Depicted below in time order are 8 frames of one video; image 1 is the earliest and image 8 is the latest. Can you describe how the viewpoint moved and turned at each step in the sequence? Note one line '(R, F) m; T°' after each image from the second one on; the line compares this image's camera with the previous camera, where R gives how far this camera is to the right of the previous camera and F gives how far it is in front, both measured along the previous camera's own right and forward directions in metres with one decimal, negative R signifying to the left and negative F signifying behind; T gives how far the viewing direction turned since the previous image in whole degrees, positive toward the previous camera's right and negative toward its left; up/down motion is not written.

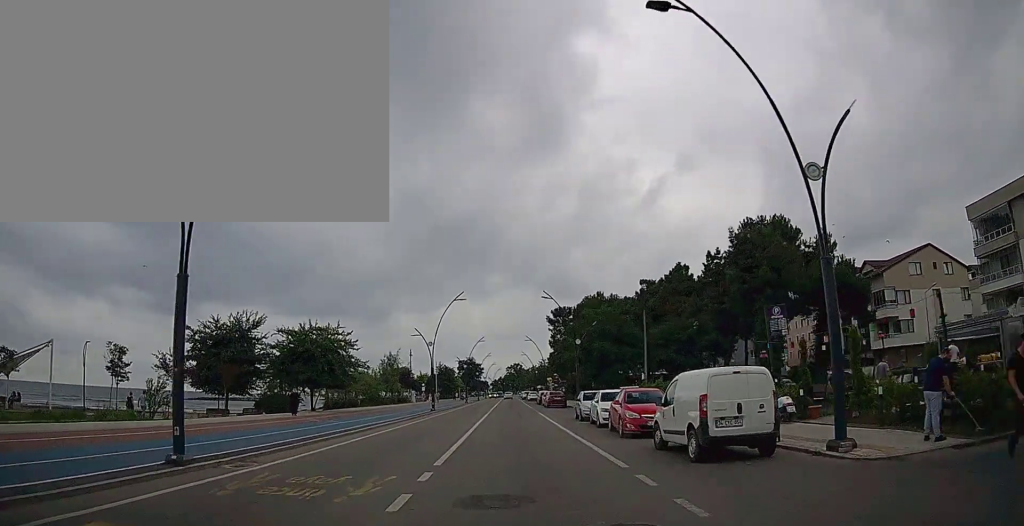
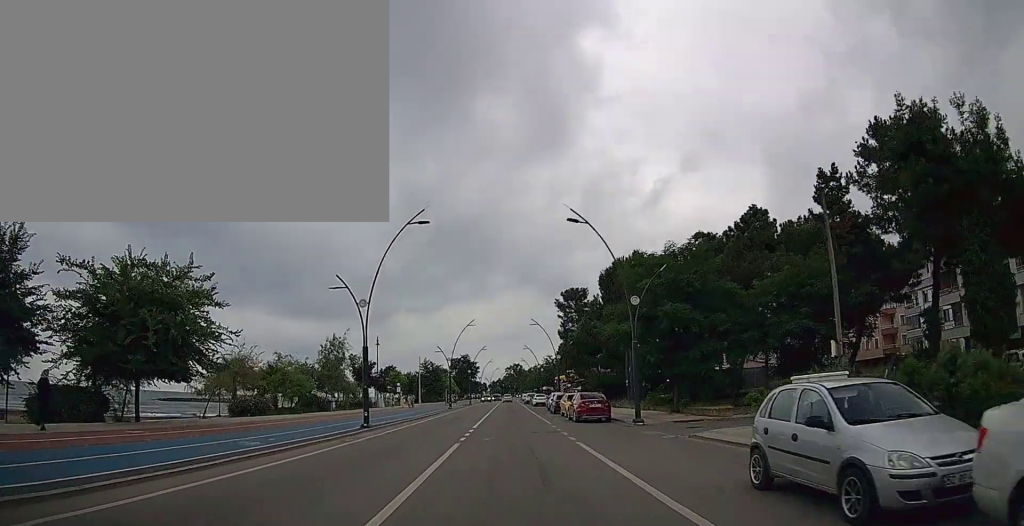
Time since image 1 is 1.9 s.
(0.0, +22.1) m; 0°
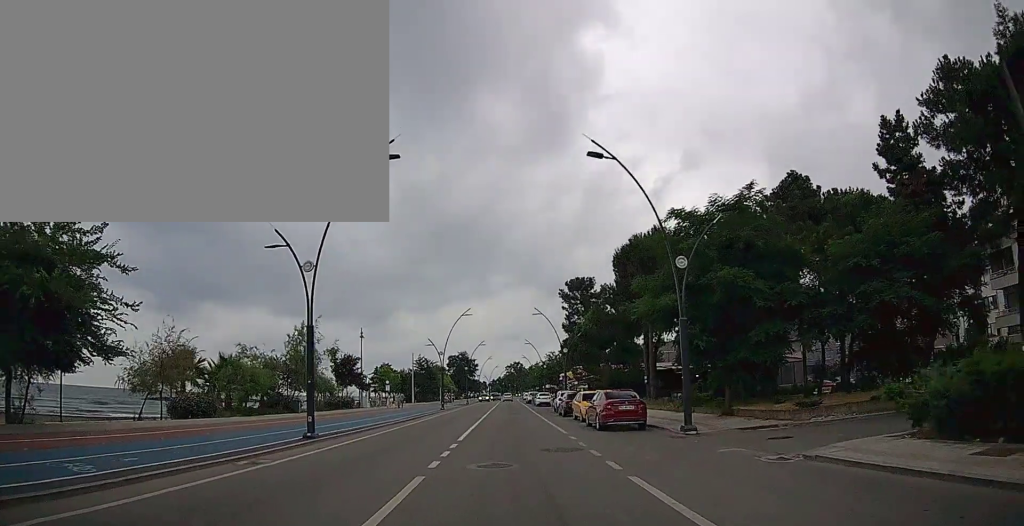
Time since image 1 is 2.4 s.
(0.0, +6.8) m; 0°
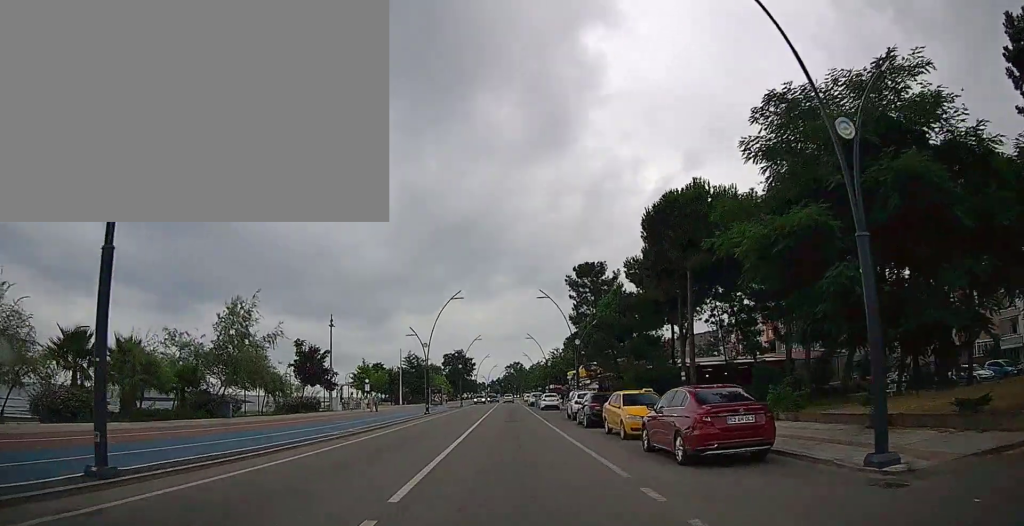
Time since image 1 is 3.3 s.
(0.0, +10.4) m; 0°
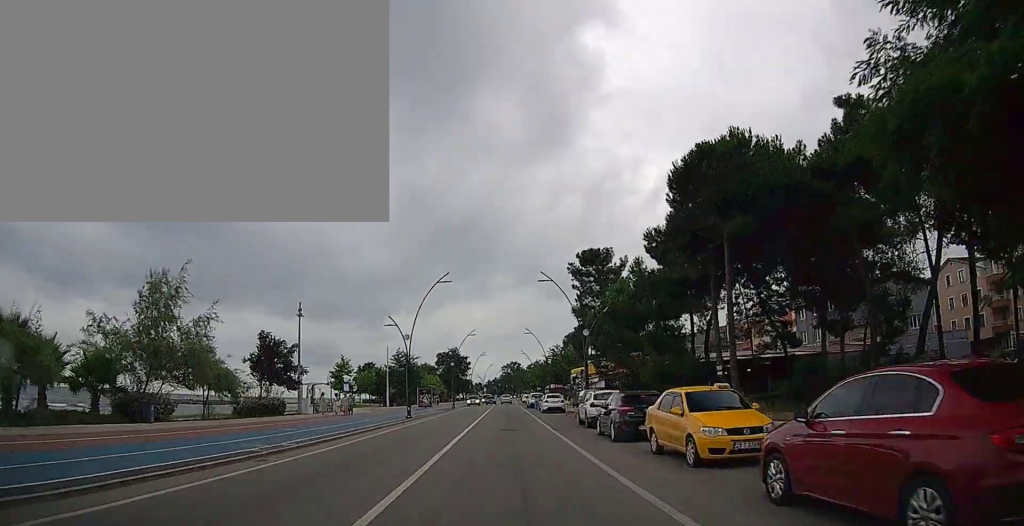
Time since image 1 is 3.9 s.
(0.0, +6.8) m; 0°
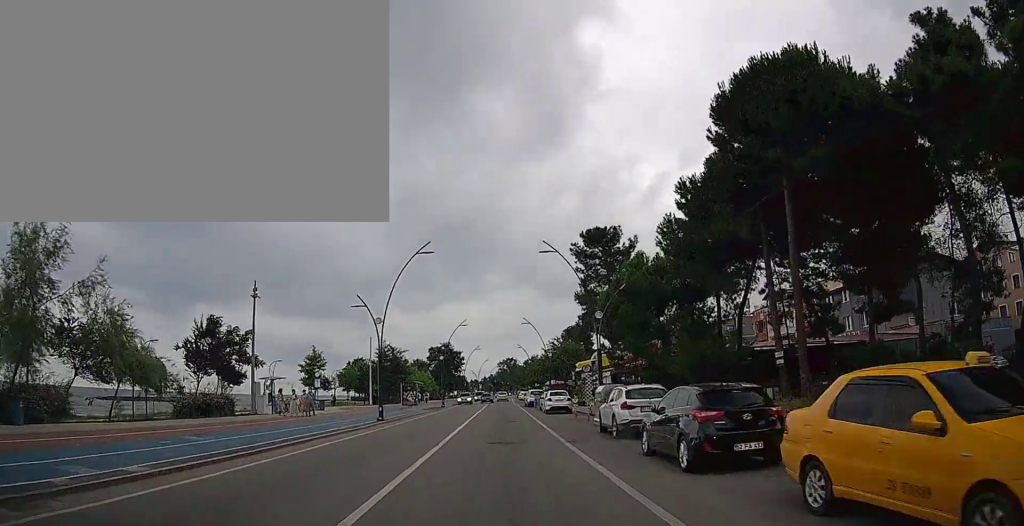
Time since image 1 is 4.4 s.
(0.0, +6.8) m; +1°
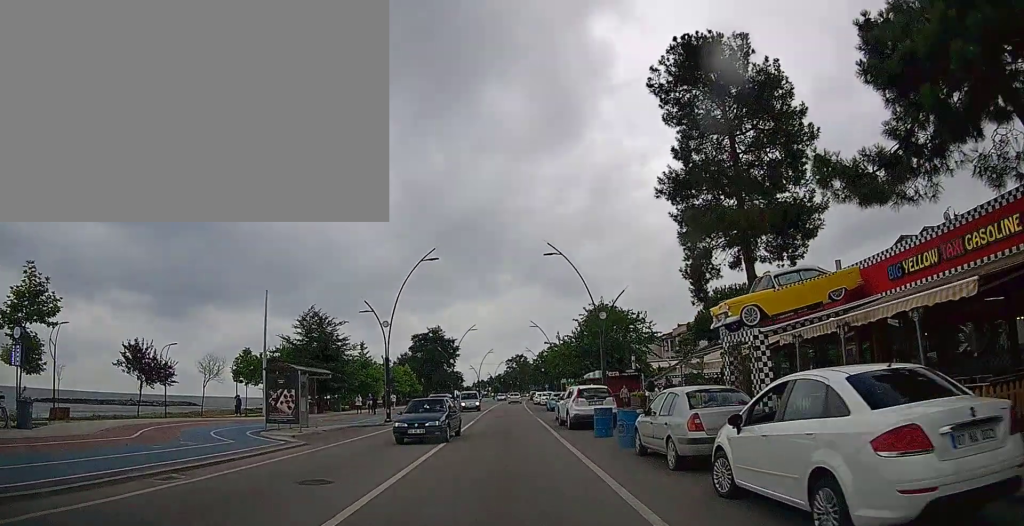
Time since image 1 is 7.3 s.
(+0.3, +33.1) m; 0°
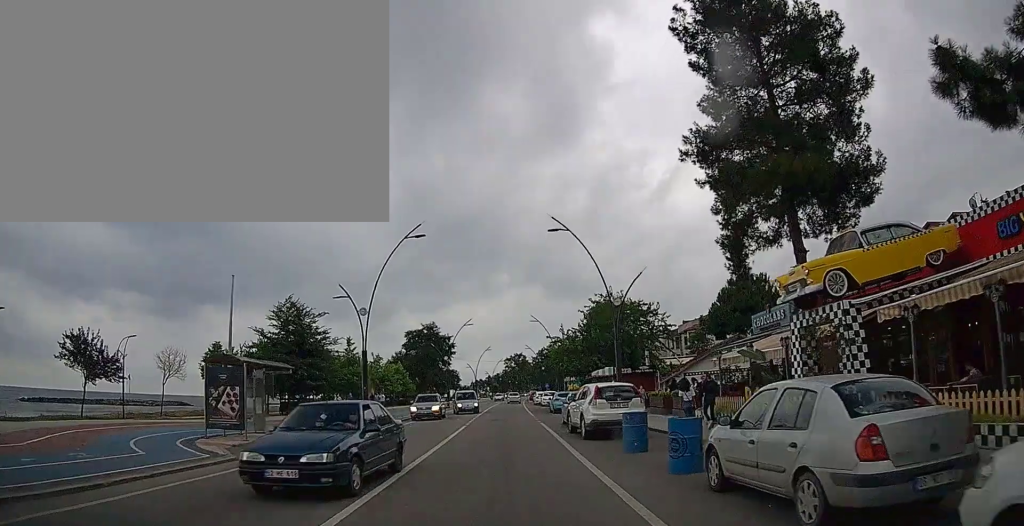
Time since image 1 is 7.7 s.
(0.0, +4.4) m; 0°
